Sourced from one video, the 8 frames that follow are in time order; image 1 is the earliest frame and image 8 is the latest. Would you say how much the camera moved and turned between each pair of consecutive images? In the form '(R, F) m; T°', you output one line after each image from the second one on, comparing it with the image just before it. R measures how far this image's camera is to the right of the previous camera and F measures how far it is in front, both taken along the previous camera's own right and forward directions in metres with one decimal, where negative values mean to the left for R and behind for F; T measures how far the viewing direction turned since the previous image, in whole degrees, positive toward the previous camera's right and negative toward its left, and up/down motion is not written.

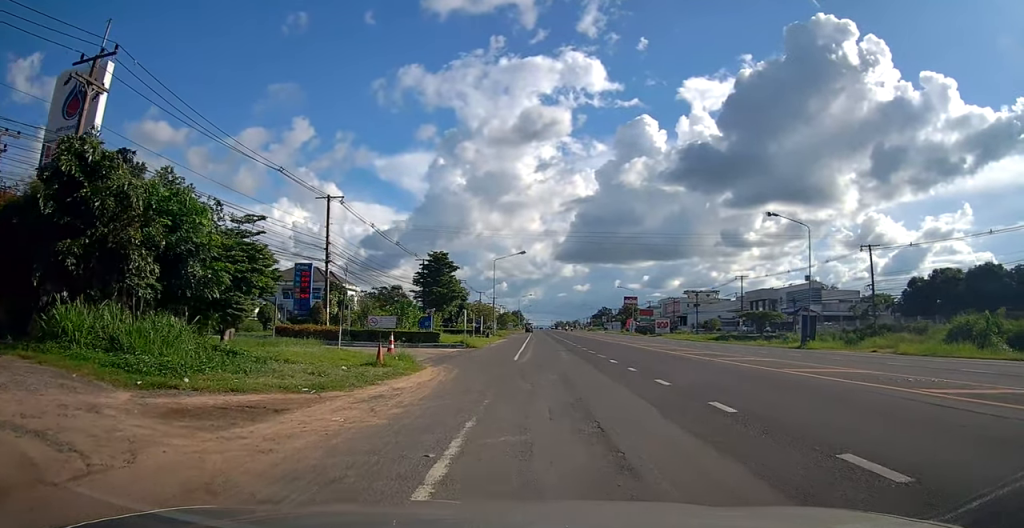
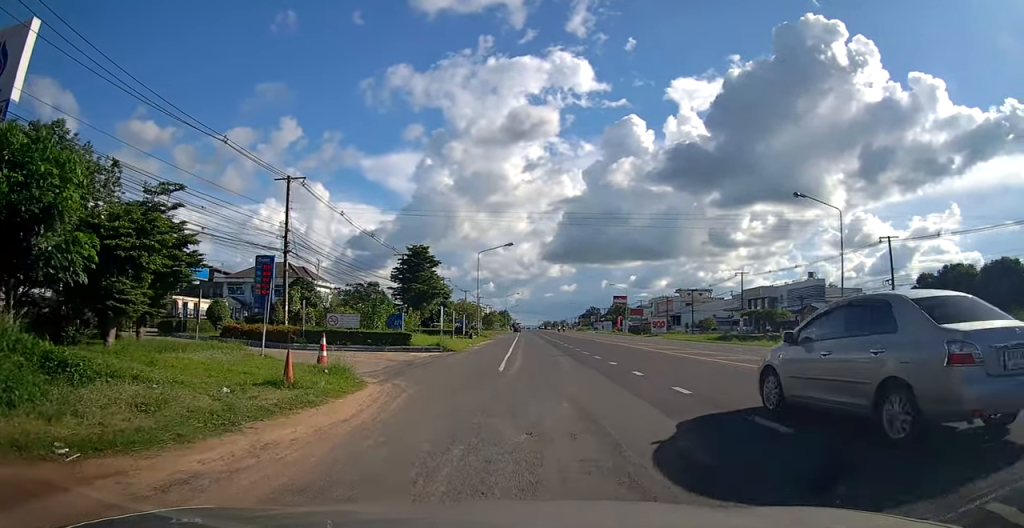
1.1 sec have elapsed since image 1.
(+0.7, +5.7) m; +1°
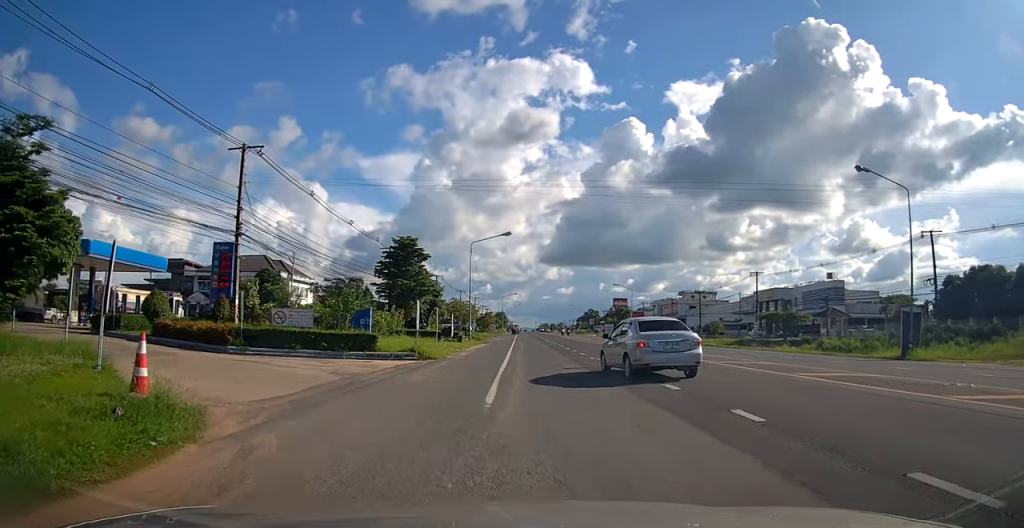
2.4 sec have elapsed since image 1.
(-0.5, +7.0) m; +3°
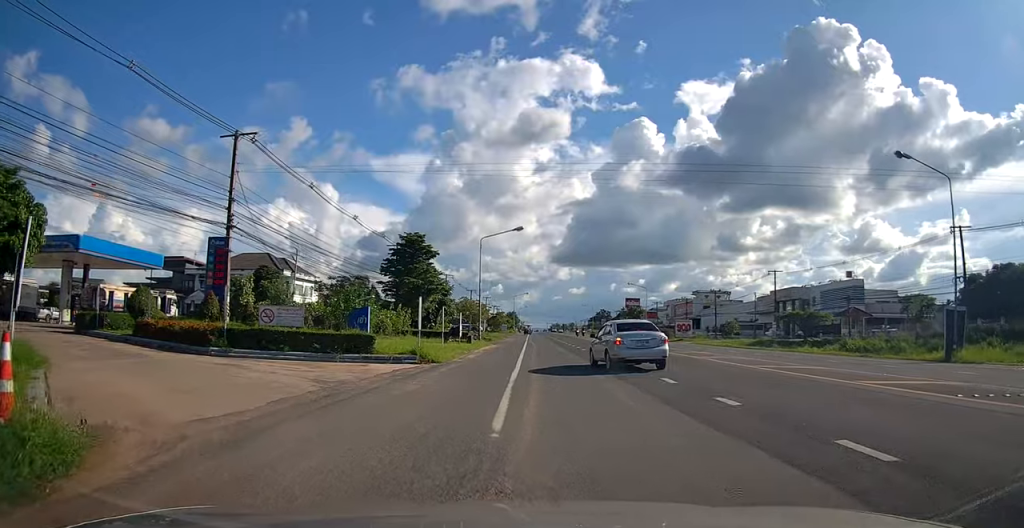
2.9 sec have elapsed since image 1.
(+0.3, +2.6) m; +4°
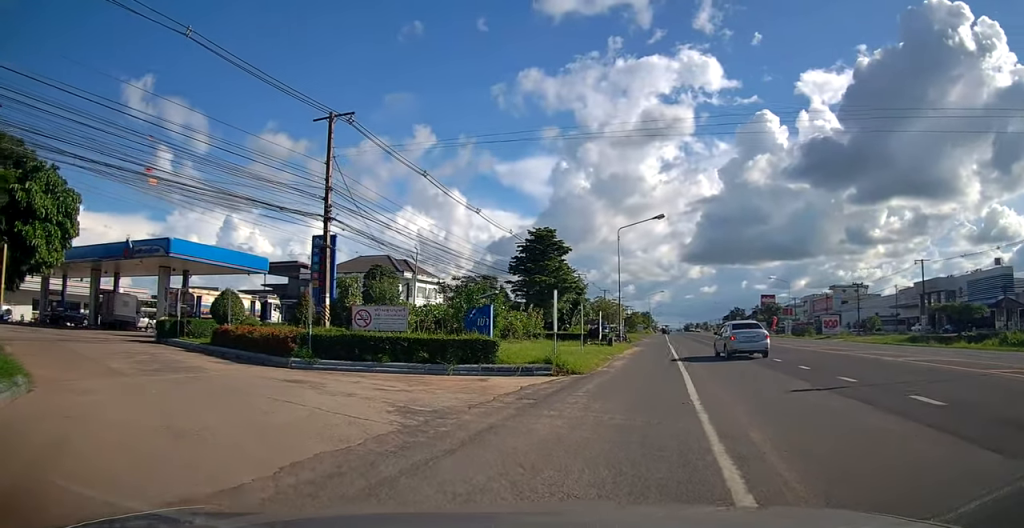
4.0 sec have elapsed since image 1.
(+0.1, +5.0) m; -18°
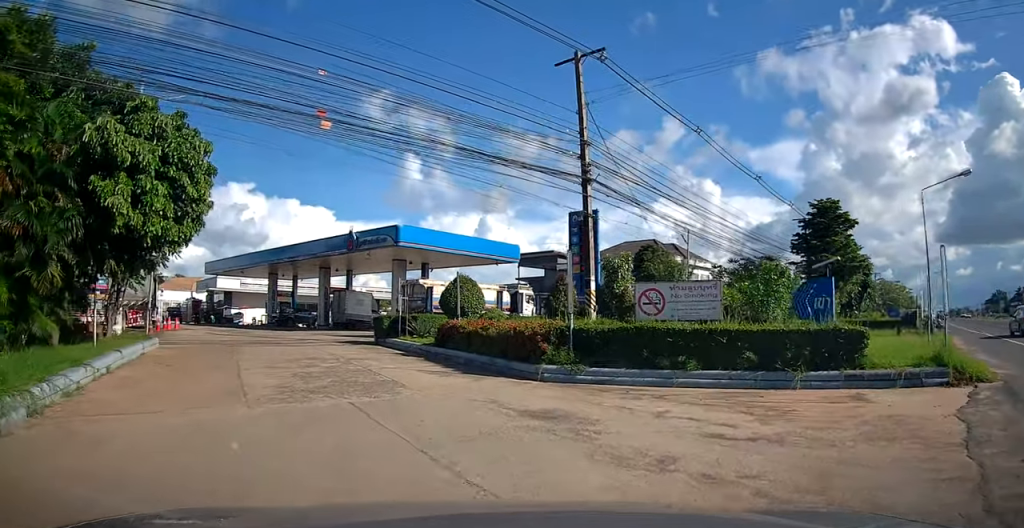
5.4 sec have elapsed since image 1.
(-2.0, +5.9) m; -22°
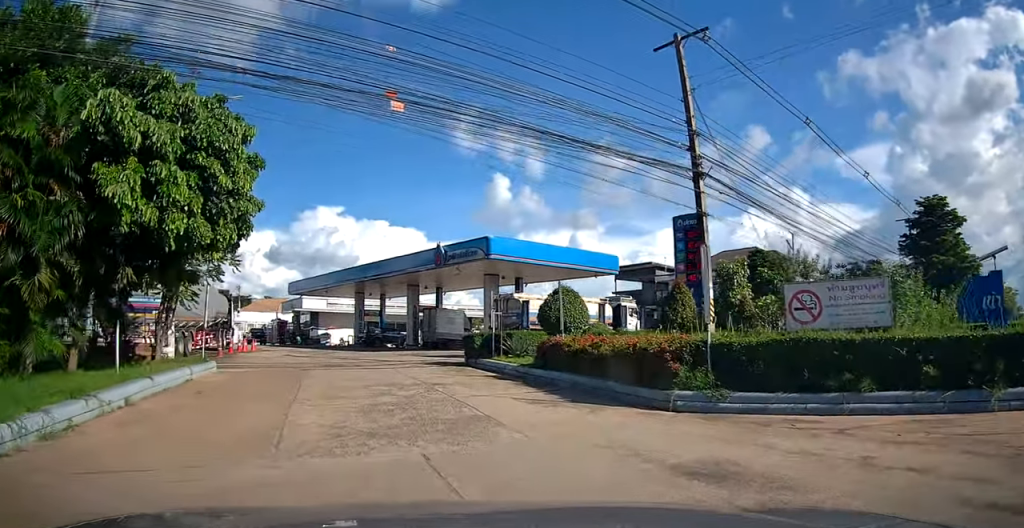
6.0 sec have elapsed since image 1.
(+0.4, +2.2) m; -6°
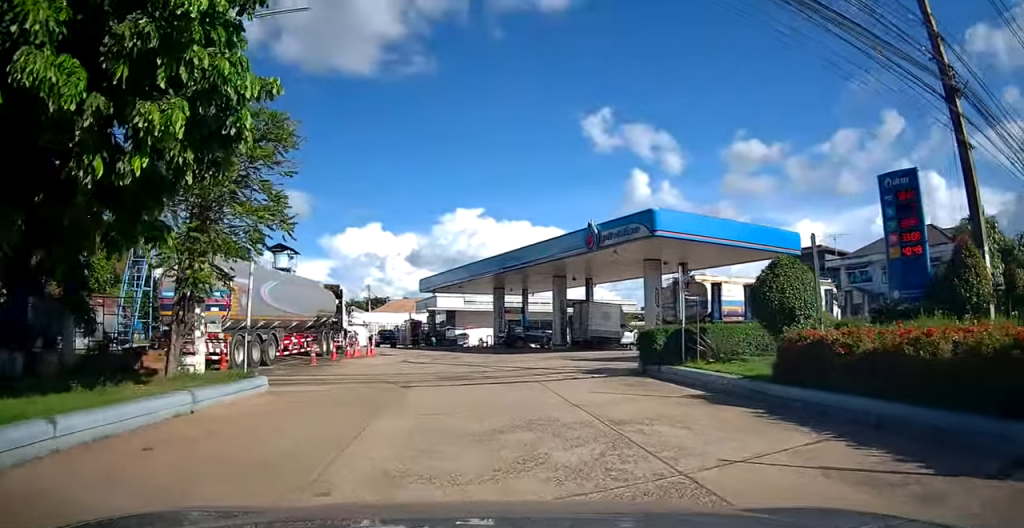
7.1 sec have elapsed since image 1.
(-1.2, +5.2) m; -16°
